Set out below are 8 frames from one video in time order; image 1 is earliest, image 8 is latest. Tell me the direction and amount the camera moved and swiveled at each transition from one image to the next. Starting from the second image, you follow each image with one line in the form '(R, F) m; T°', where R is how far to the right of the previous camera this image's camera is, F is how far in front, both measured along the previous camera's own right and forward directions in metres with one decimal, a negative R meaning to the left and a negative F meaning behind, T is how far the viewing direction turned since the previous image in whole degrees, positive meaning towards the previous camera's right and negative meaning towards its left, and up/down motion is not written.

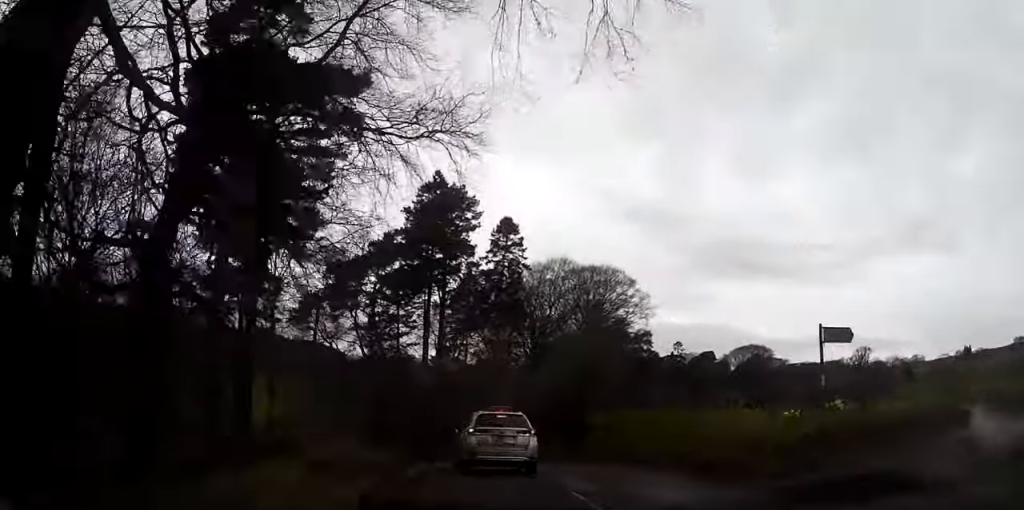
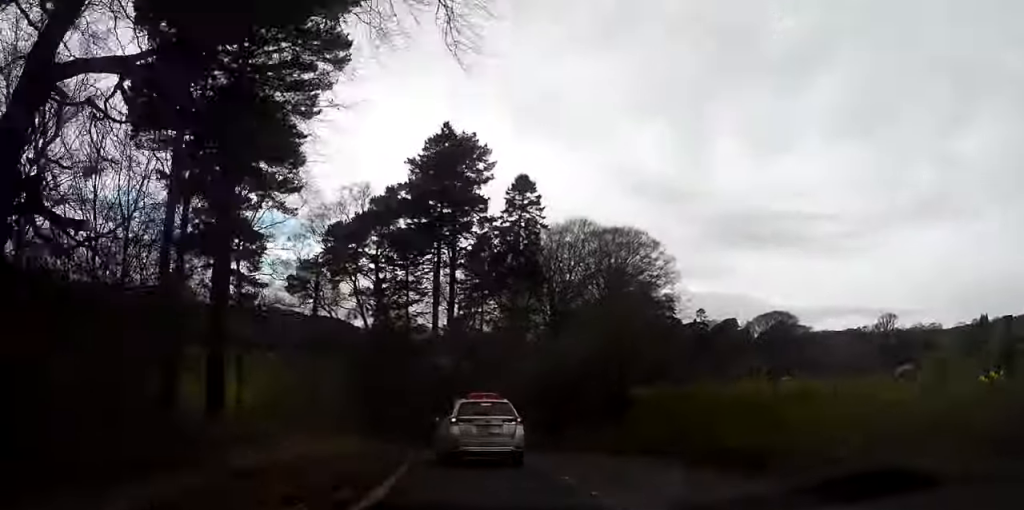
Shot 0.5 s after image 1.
(-0.3, +6.7) m; -2°
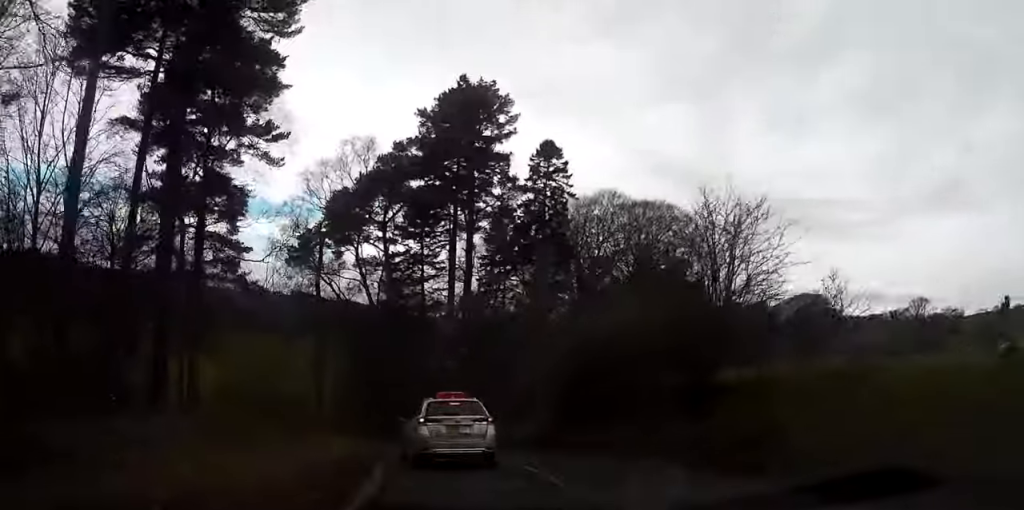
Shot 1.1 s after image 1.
(-0.2, +7.4) m; -3°
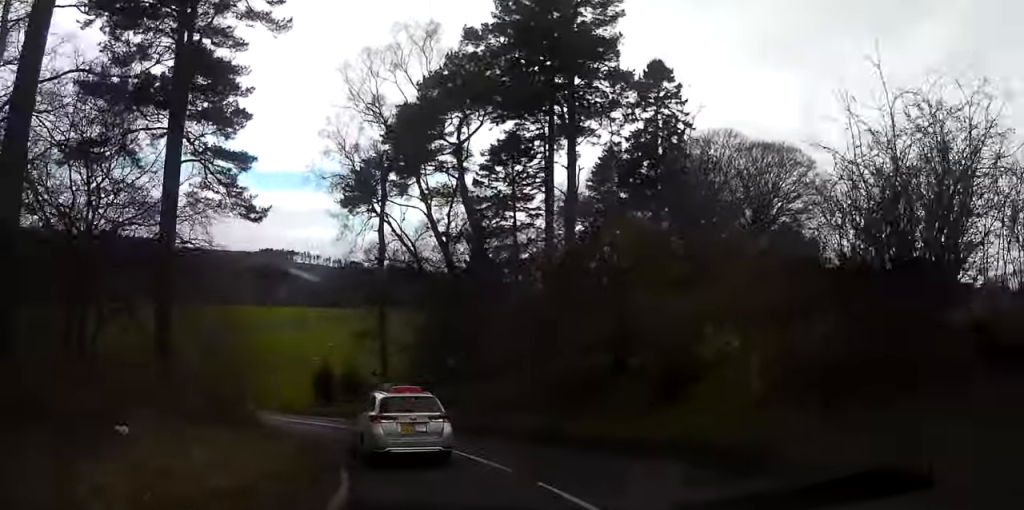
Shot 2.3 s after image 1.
(-0.6, +13.4) m; -7°
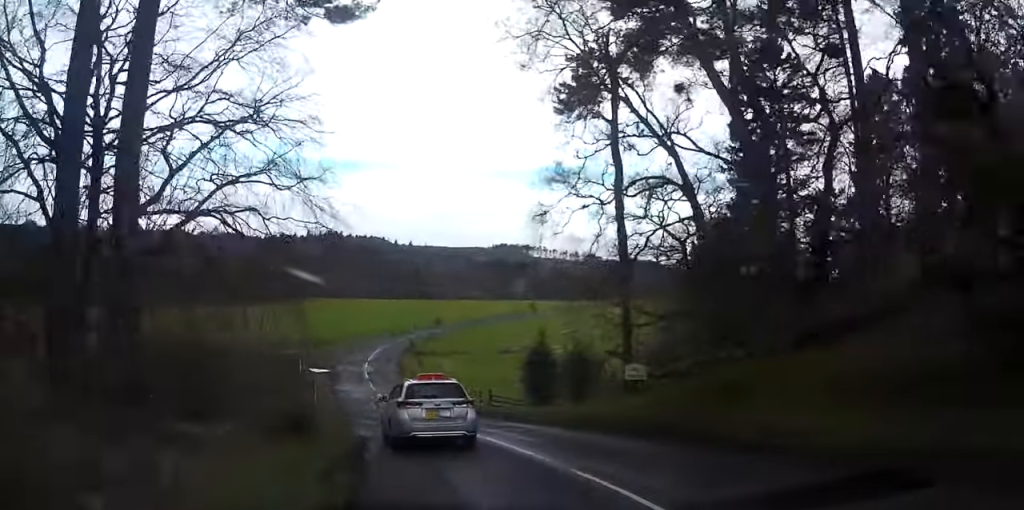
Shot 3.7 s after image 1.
(-1.8, +16.5) m; -16°
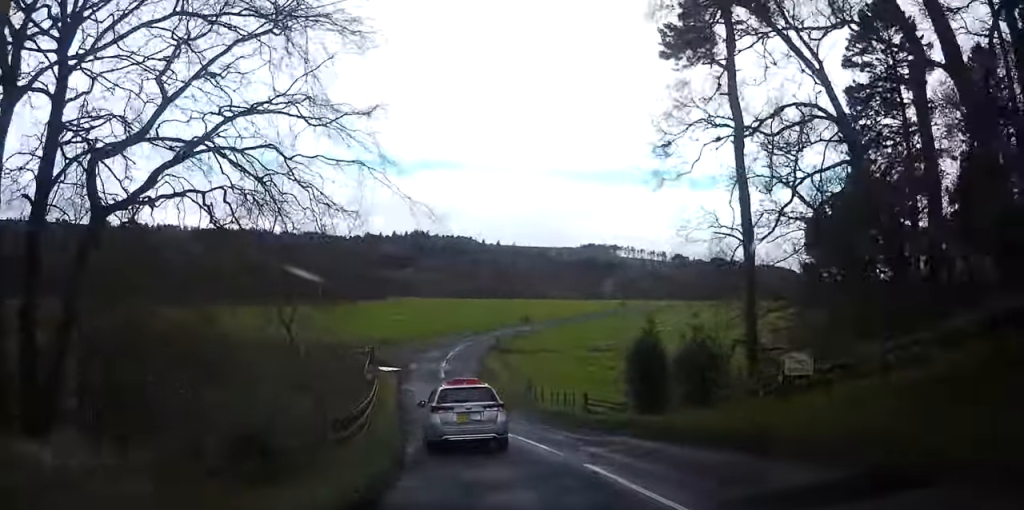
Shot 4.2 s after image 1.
(-0.5, +6.6) m; -6°
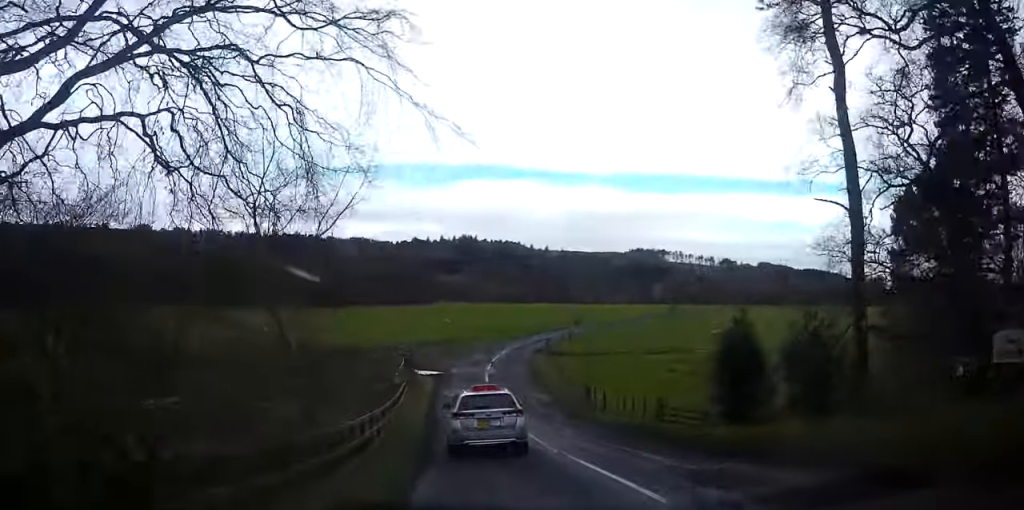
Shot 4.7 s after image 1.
(-0.5, +6.0) m; -5°
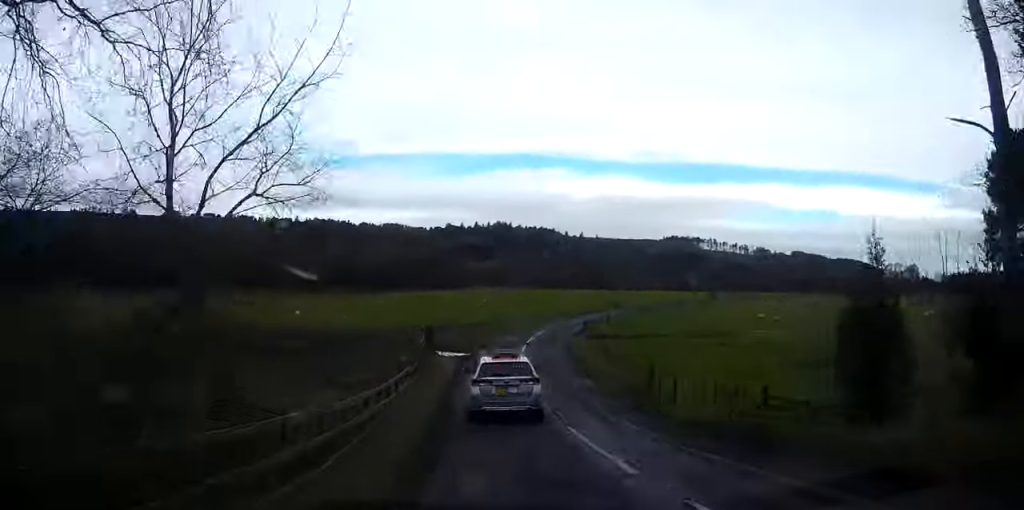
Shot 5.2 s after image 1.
(-0.4, +7.1) m; -4°
